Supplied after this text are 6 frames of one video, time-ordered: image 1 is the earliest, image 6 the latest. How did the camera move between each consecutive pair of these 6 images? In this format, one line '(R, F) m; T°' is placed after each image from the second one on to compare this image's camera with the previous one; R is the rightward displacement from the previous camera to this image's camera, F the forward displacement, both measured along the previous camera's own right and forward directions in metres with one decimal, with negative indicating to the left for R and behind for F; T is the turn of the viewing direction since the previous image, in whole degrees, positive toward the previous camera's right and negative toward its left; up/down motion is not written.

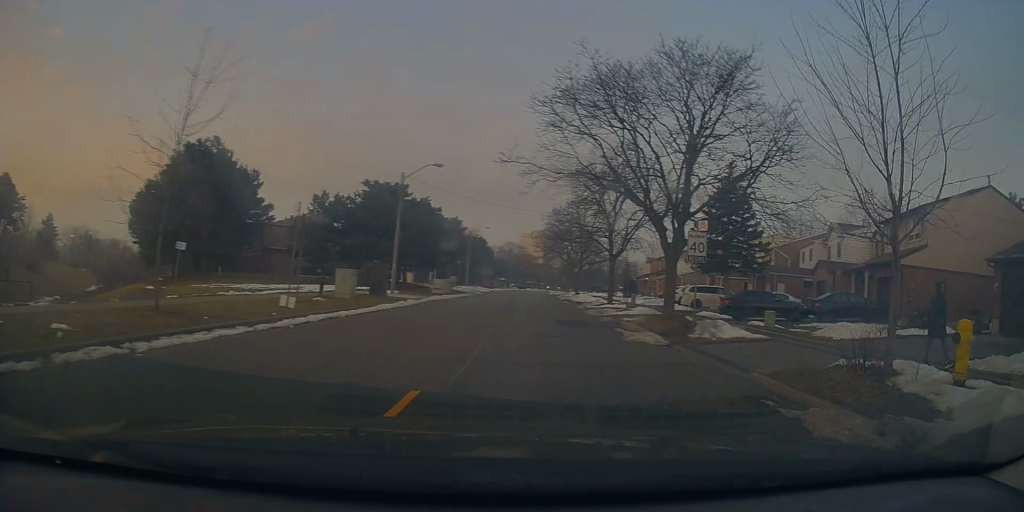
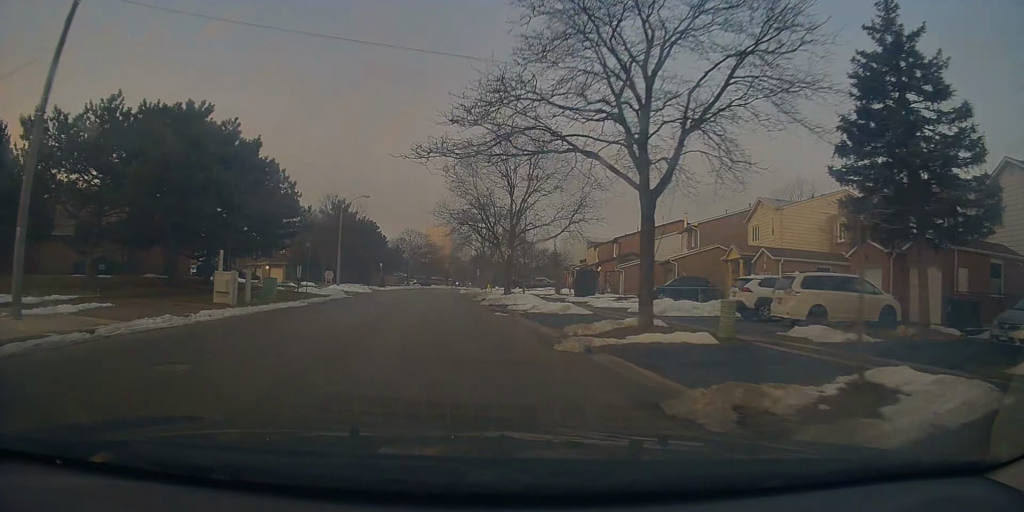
(+5.0, +23.8) m; +12°
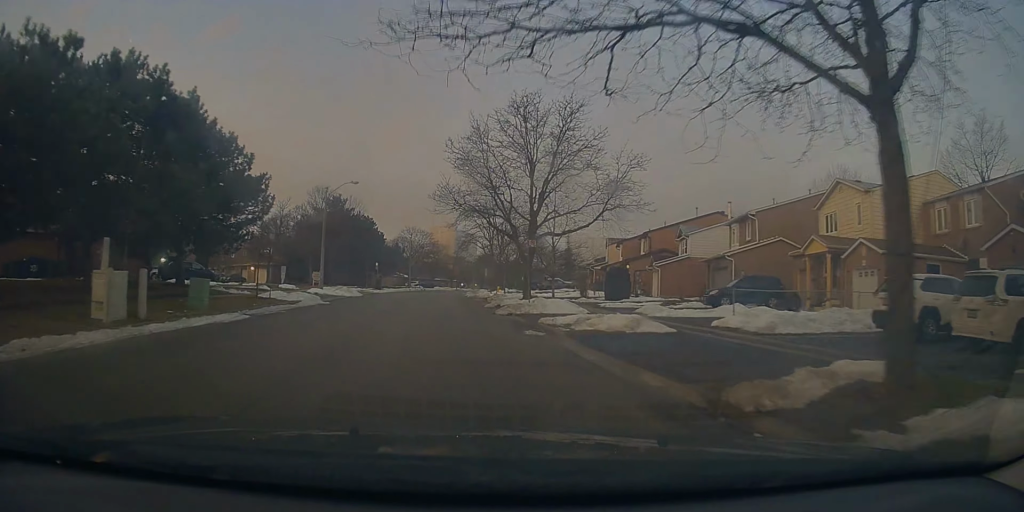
(0.0, +8.0) m; +1°
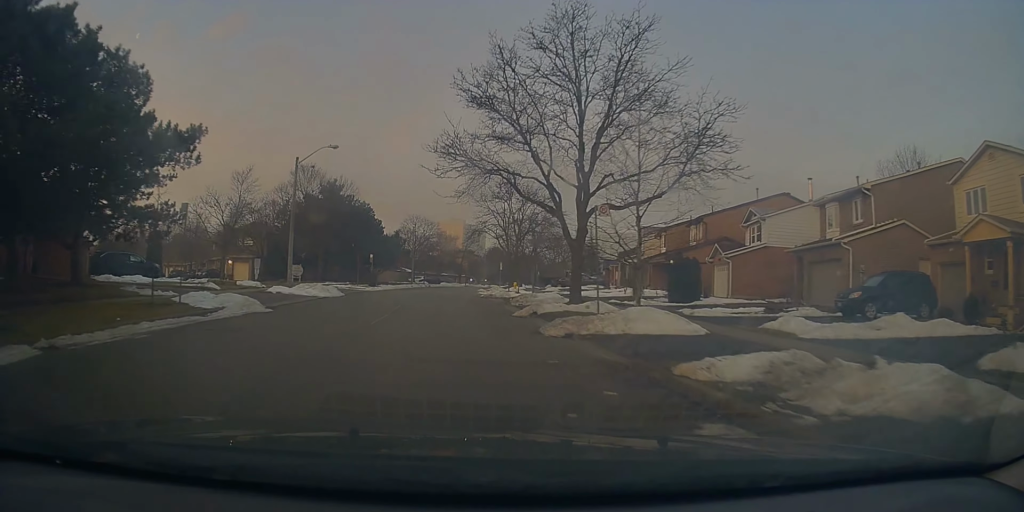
(+0.3, +10.4) m; +1°
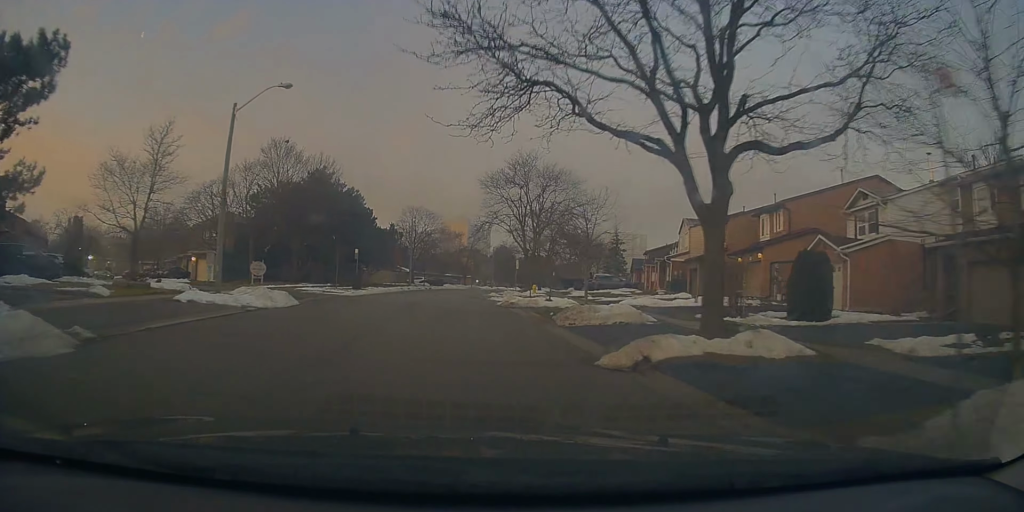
(-0.1, +11.0) m; -3°
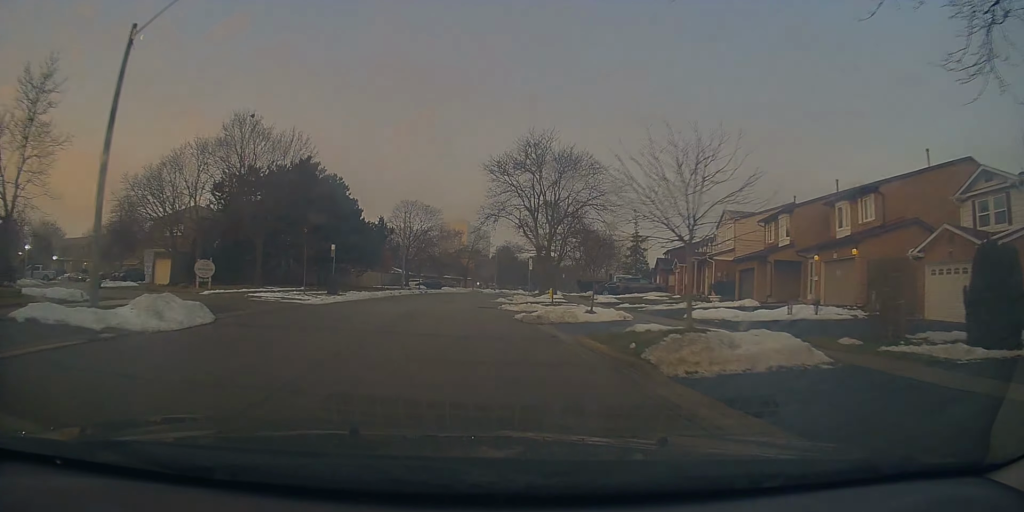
(-0.4, +8.8) m; -2°
